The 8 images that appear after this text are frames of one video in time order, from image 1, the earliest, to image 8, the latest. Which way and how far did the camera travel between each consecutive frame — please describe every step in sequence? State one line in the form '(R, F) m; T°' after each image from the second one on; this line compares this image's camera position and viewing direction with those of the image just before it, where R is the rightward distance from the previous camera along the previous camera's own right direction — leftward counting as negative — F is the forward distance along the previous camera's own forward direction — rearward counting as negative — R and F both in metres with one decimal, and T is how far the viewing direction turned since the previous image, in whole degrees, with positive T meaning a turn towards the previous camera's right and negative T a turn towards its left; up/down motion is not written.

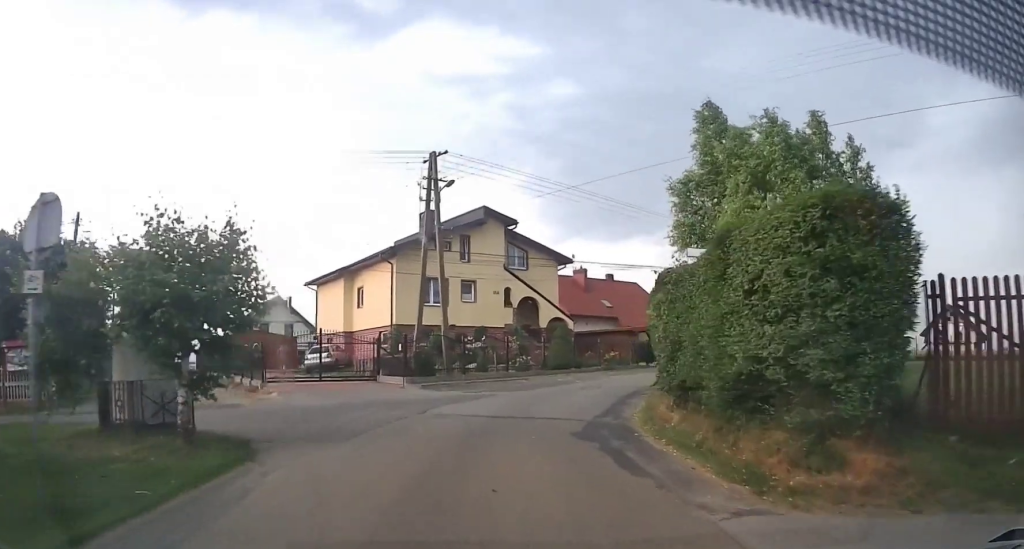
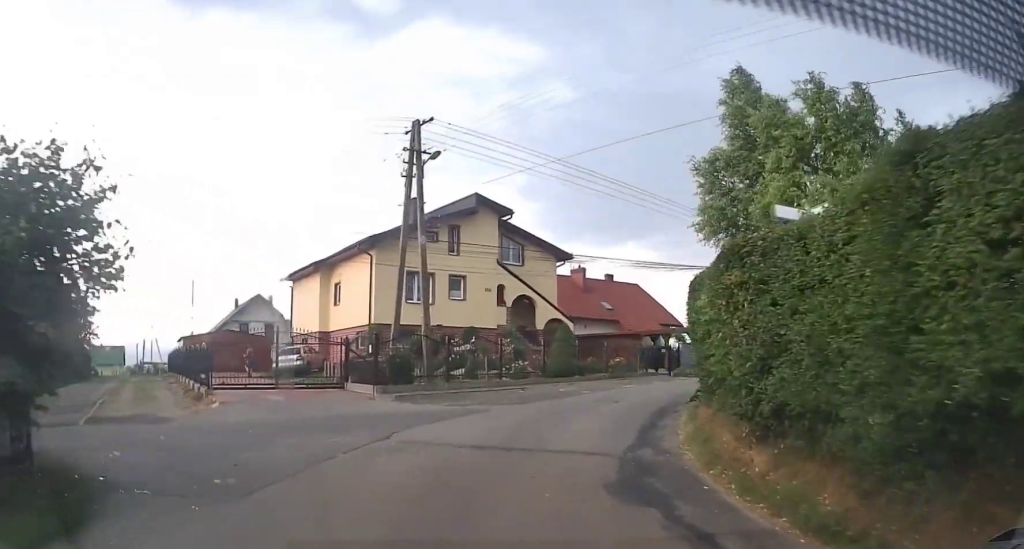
(+0.1, +3.8) m; +2°
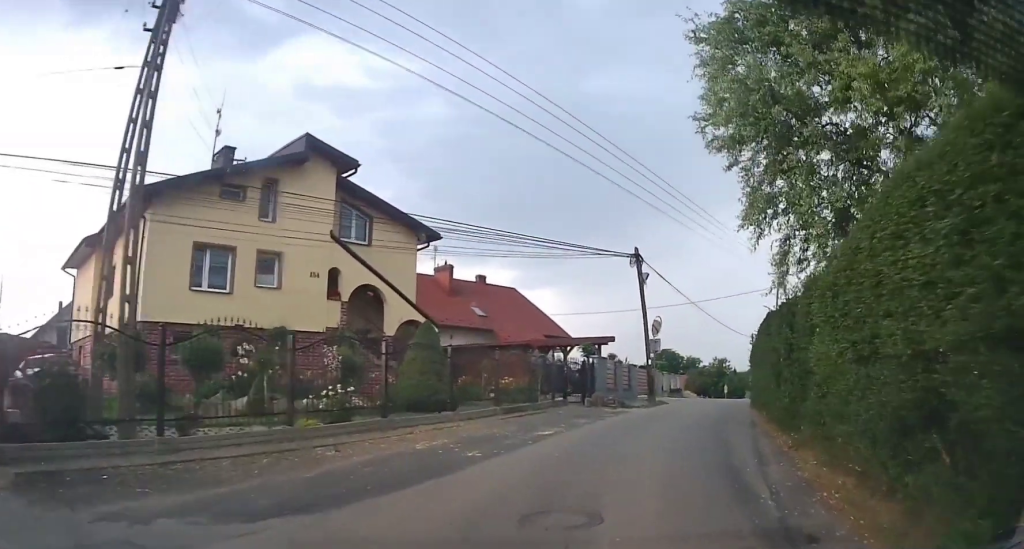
(+1.0, +10.6) m; +19°
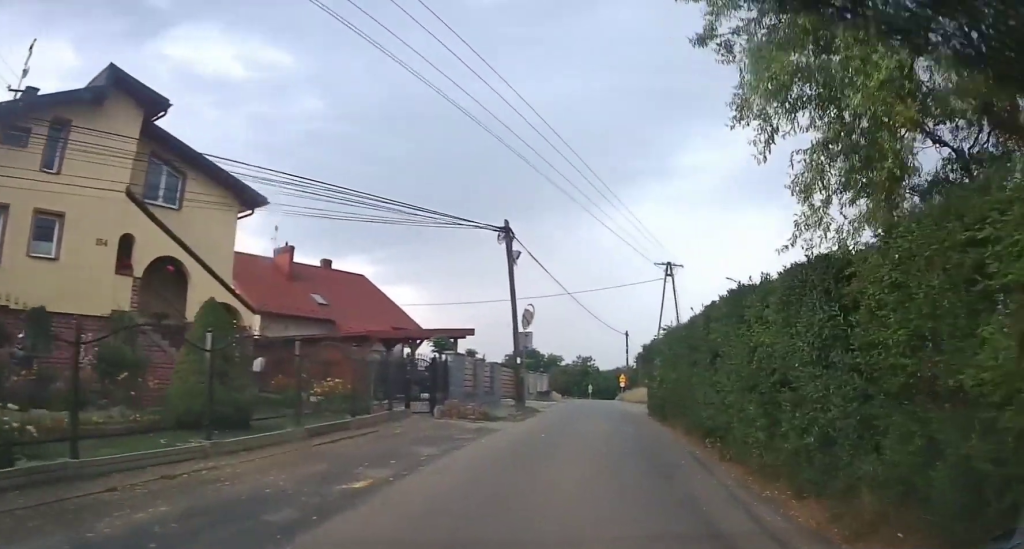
(+0.8, +5.3) m; +15°
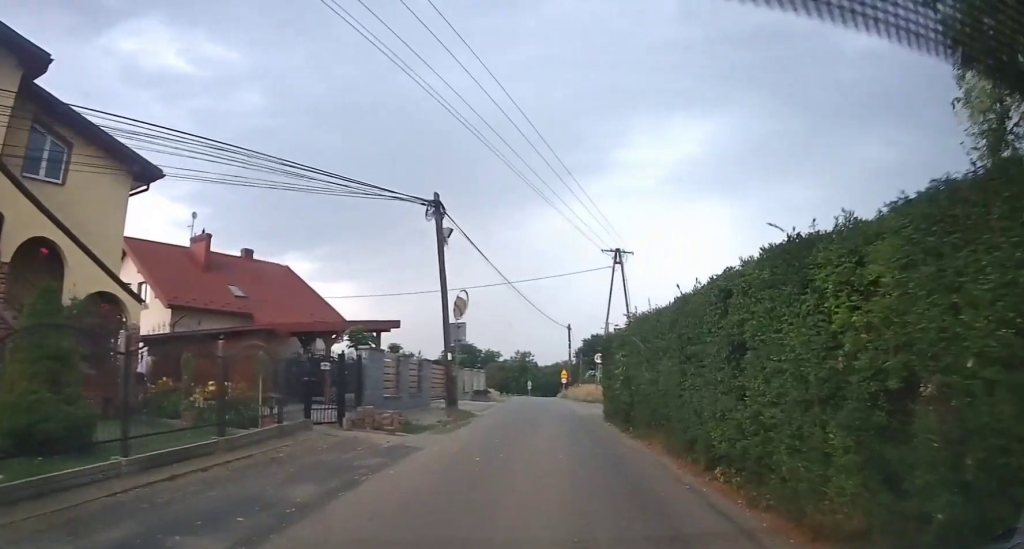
(+0.3, +3.4) m; +6°
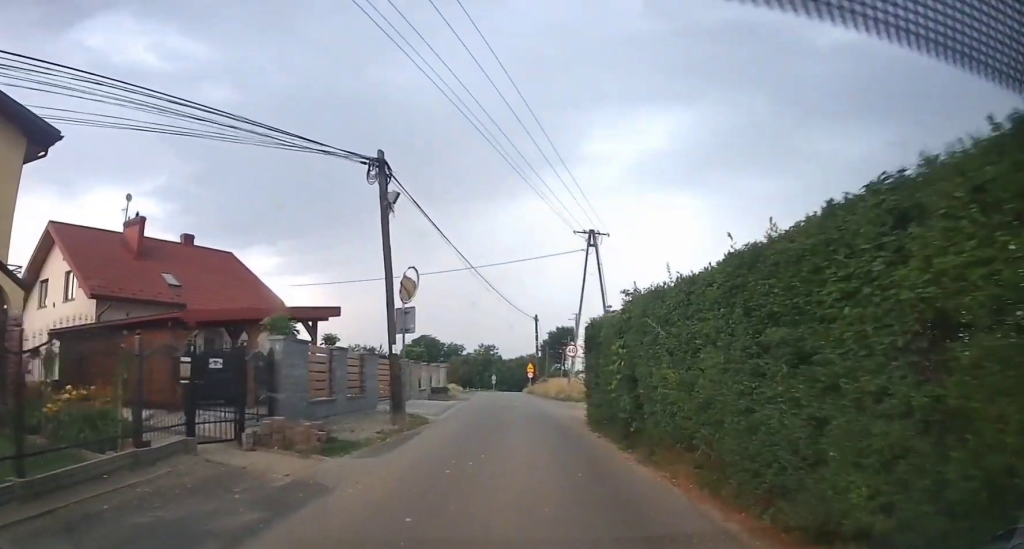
(+0.2, +3.9) m; +3°
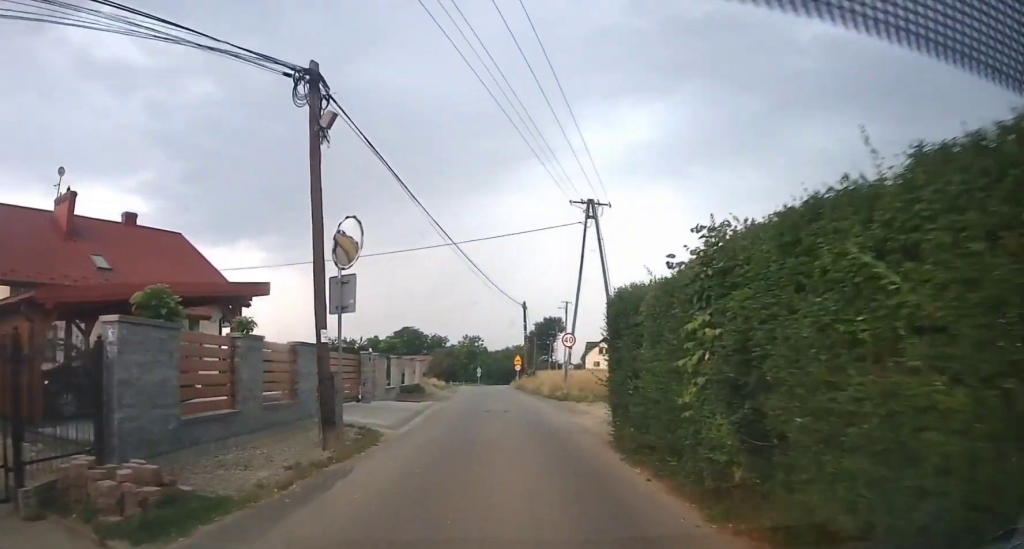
(+0.2, +5.0) m; 0°
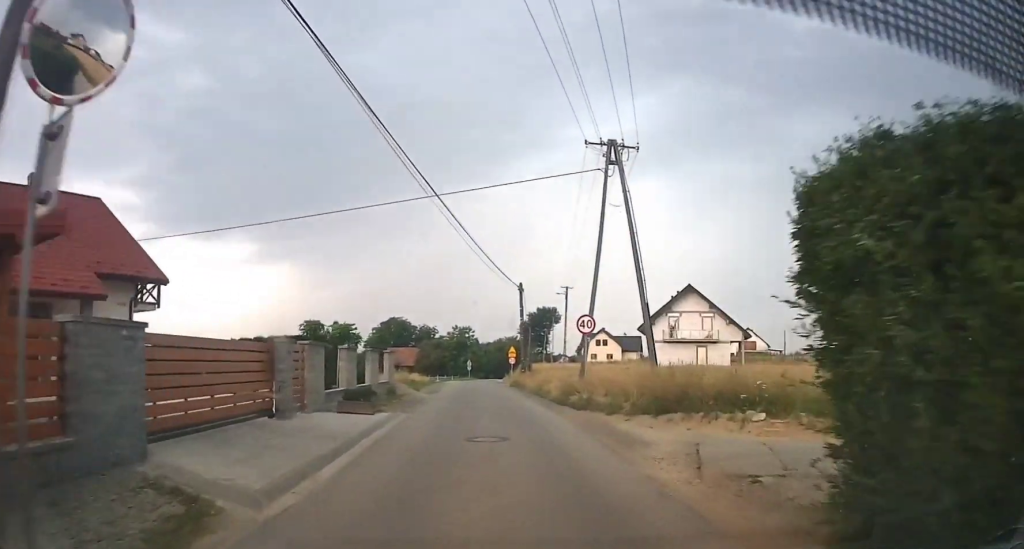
(-0.2, +7.6) m; 0°
